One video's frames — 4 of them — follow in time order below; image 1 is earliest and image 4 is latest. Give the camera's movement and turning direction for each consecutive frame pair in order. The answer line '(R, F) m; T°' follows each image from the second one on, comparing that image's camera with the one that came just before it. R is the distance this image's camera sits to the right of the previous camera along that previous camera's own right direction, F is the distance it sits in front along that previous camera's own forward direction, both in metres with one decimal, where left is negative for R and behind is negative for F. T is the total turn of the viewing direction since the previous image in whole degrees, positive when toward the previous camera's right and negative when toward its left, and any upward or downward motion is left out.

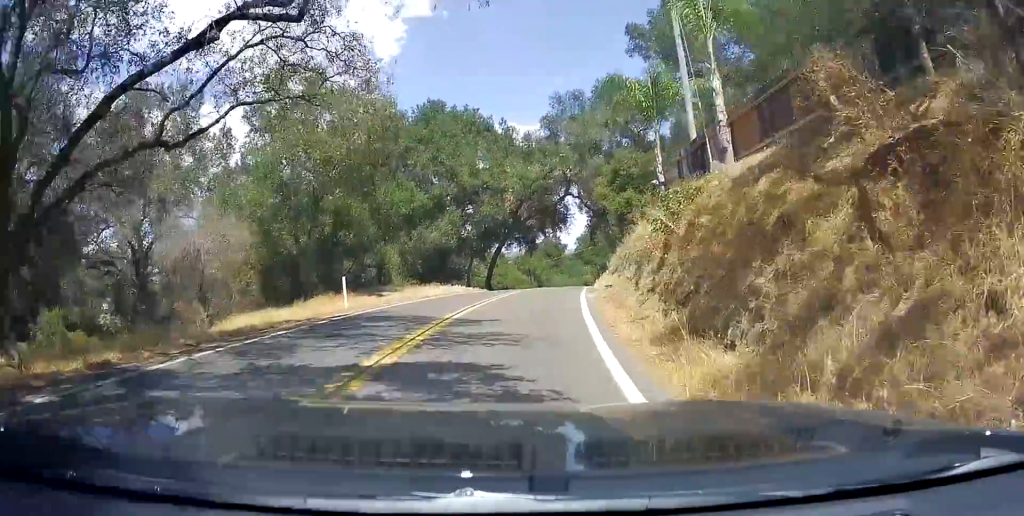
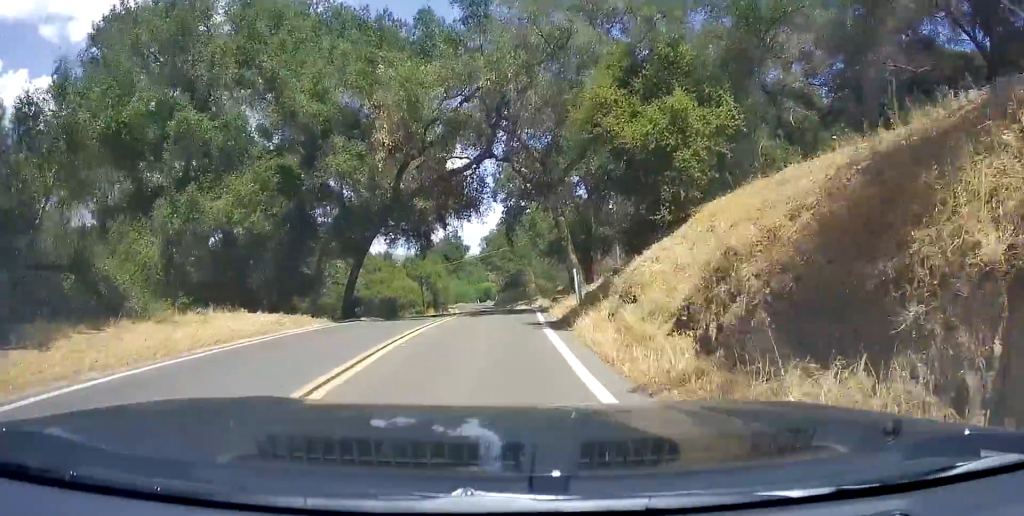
(+2.6, +20.4) m; +12°
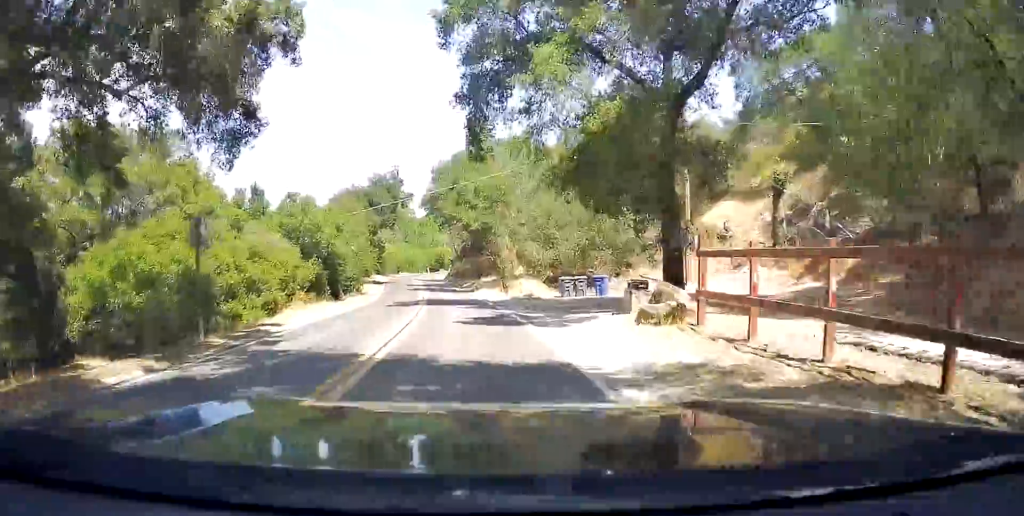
(+1.7, +32.3) m; +5°
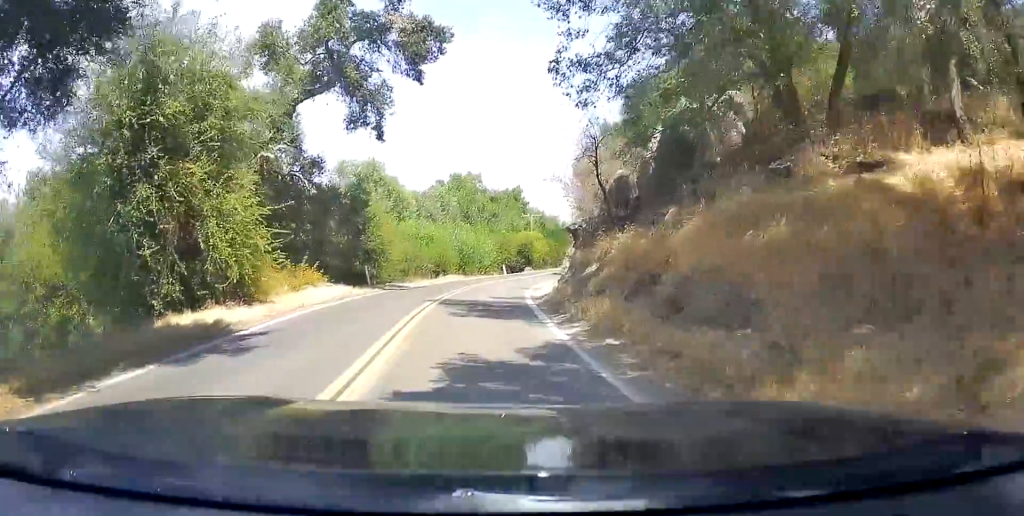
(-1.7, +52.2) m; -5°
